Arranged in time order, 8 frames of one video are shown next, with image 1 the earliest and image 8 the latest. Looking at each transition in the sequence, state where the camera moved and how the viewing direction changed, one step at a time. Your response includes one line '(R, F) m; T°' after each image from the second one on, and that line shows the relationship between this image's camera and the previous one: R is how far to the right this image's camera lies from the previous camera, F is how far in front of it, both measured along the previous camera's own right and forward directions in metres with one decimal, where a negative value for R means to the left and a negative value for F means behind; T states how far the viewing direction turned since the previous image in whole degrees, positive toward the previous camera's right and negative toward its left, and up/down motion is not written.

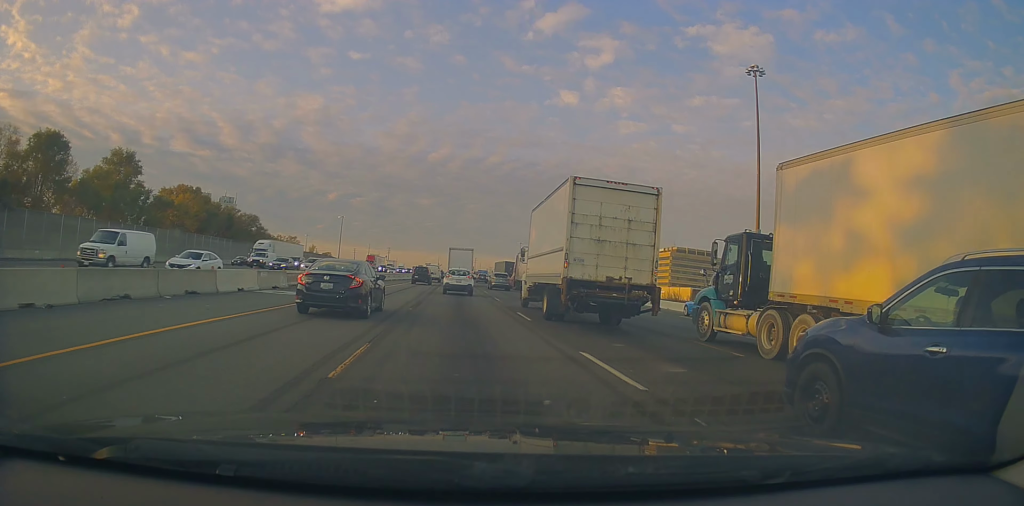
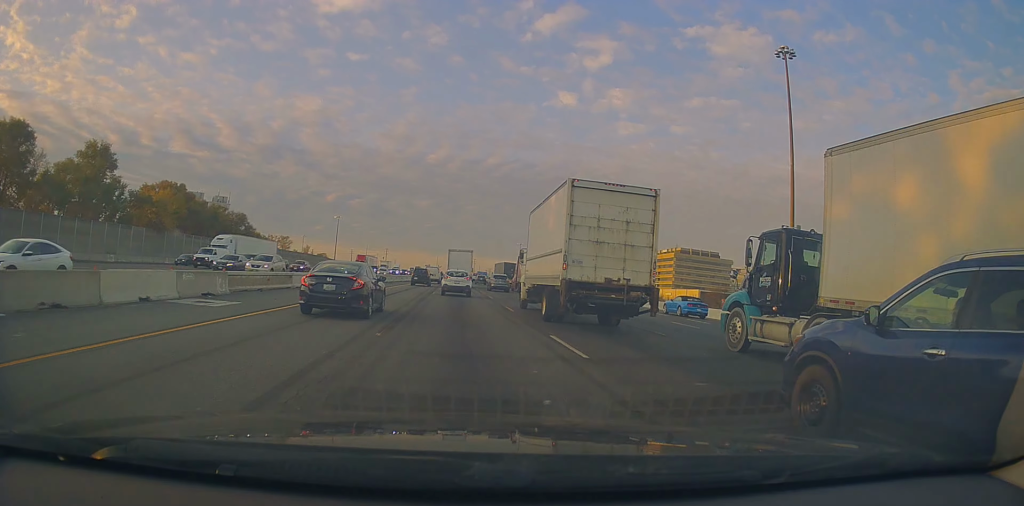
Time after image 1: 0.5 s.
(-0.1, +7.4) m; 0°
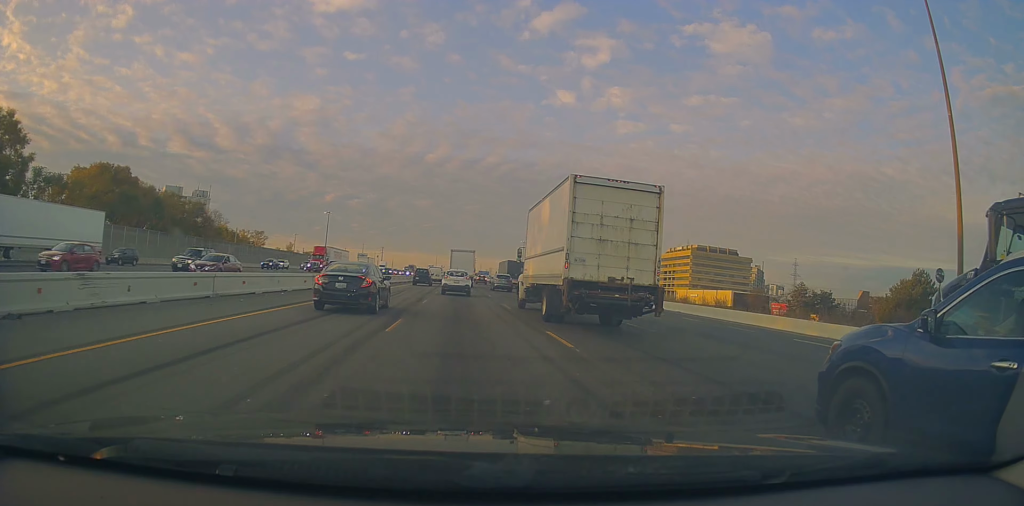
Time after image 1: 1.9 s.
(-0.3, +23.1) m; 0°
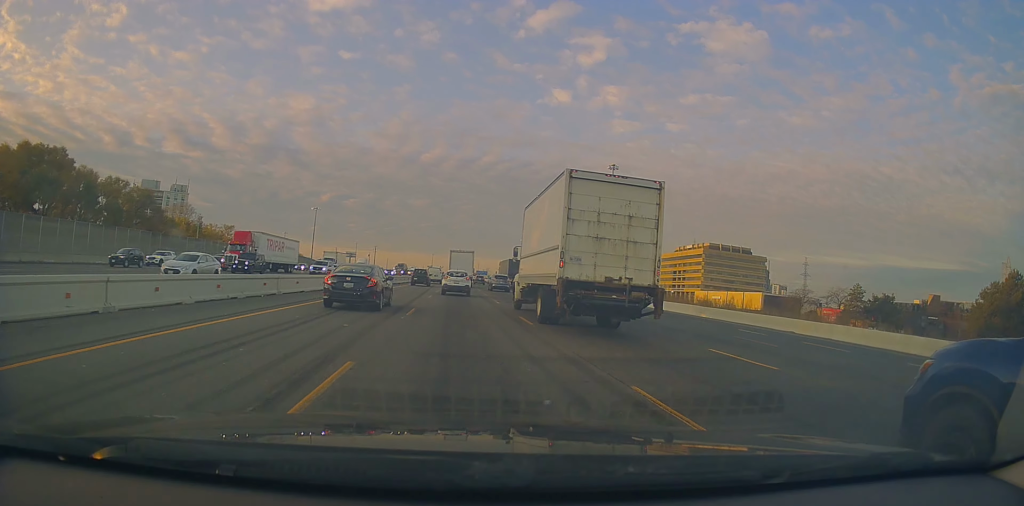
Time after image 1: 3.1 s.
(+0.1, +19.0) m; 0°
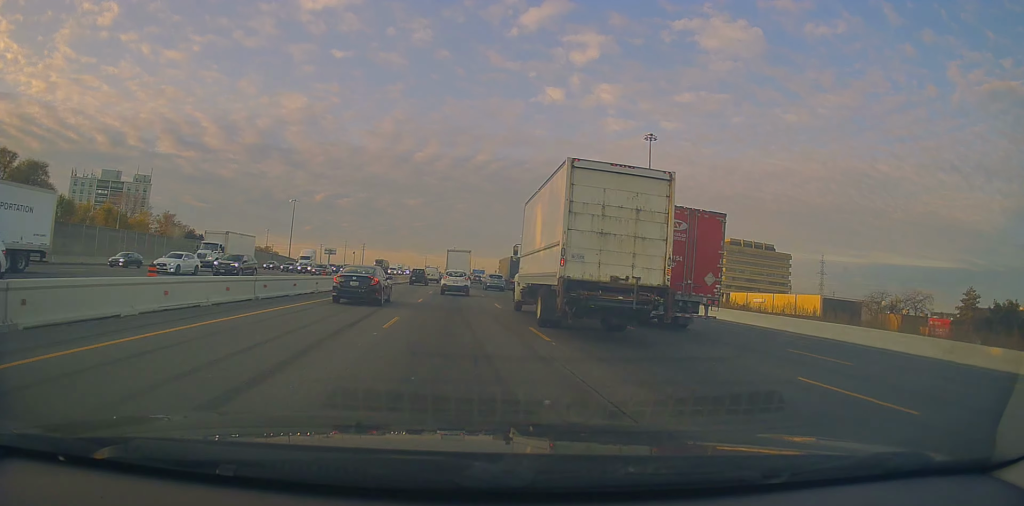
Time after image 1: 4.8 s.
(0.0, +27.9) m; -1°
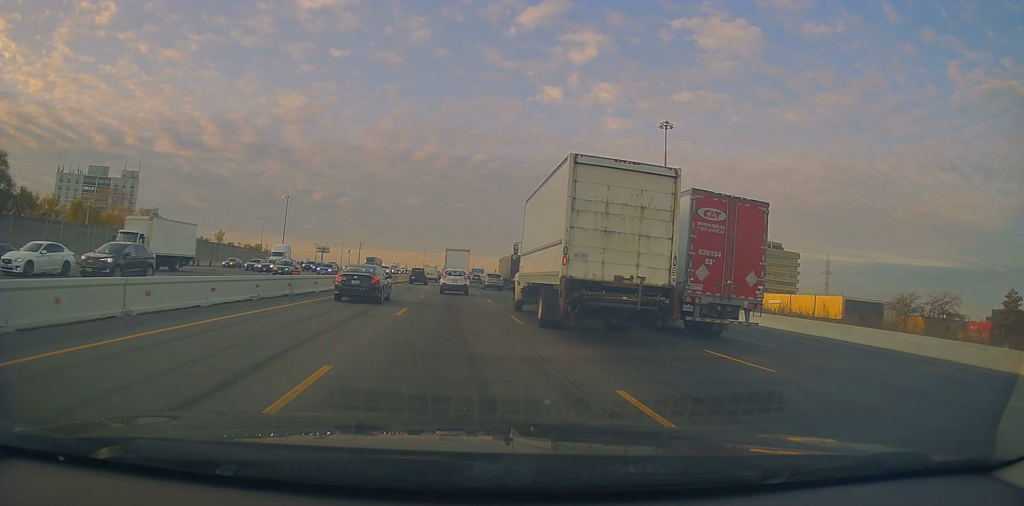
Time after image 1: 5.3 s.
(0.0, +8.3) m; 0°
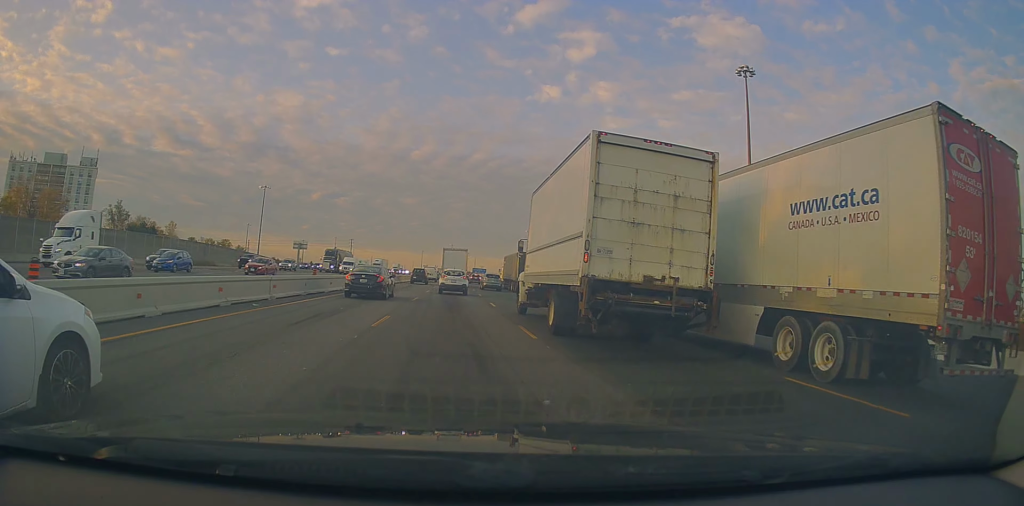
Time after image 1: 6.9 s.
(+0.4, +27.6) m; +3°
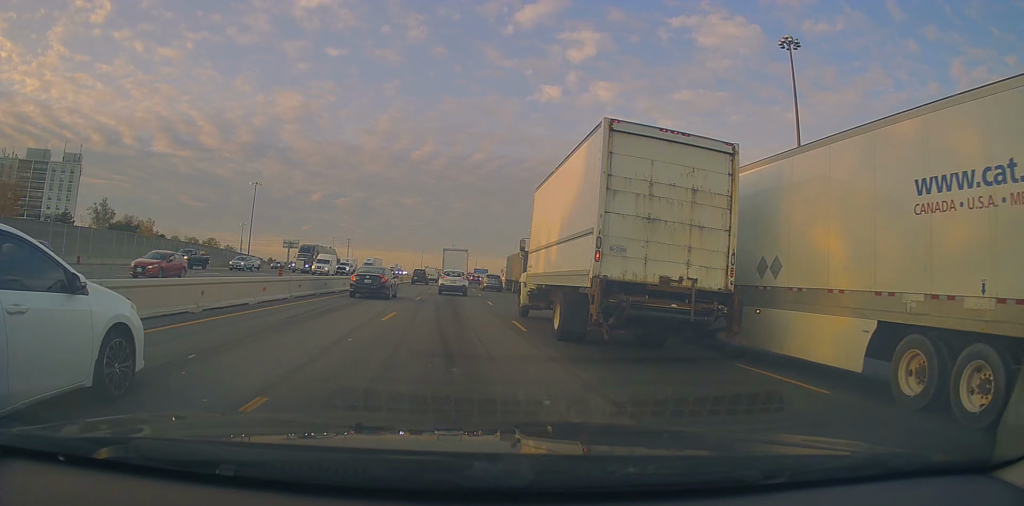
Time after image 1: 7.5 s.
(+0.1, +10.2) m; 0°
